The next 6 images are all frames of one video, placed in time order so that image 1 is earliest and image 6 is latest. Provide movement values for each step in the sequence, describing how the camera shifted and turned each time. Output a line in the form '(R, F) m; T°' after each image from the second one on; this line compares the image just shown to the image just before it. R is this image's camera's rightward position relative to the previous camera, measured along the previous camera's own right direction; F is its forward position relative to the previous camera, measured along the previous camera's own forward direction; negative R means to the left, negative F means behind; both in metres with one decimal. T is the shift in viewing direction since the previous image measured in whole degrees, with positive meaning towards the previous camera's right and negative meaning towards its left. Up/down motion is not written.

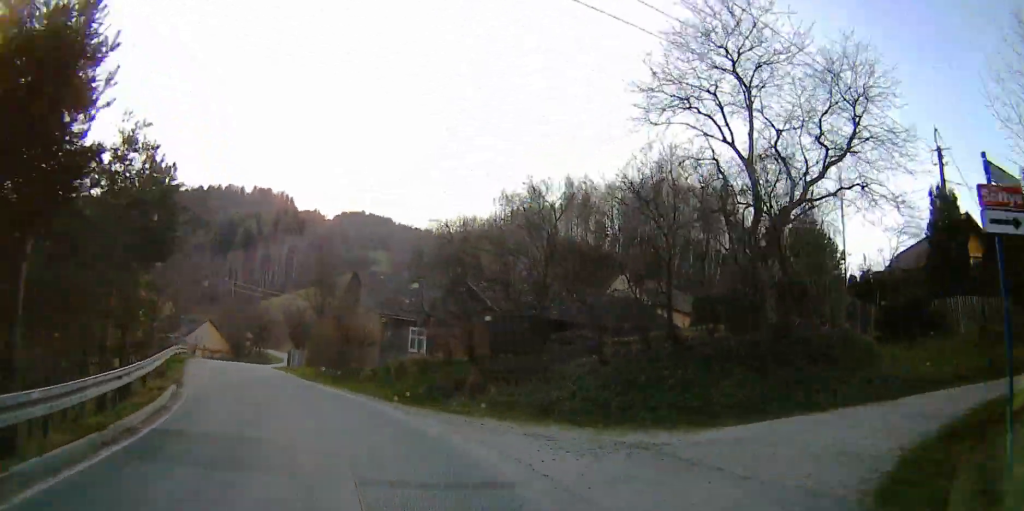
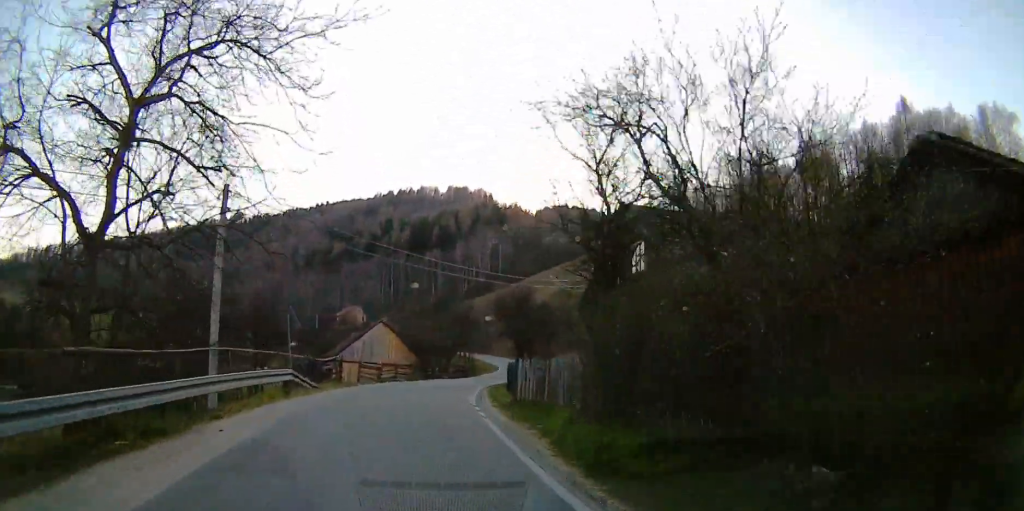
(-2.1, +20.0) m; -10°
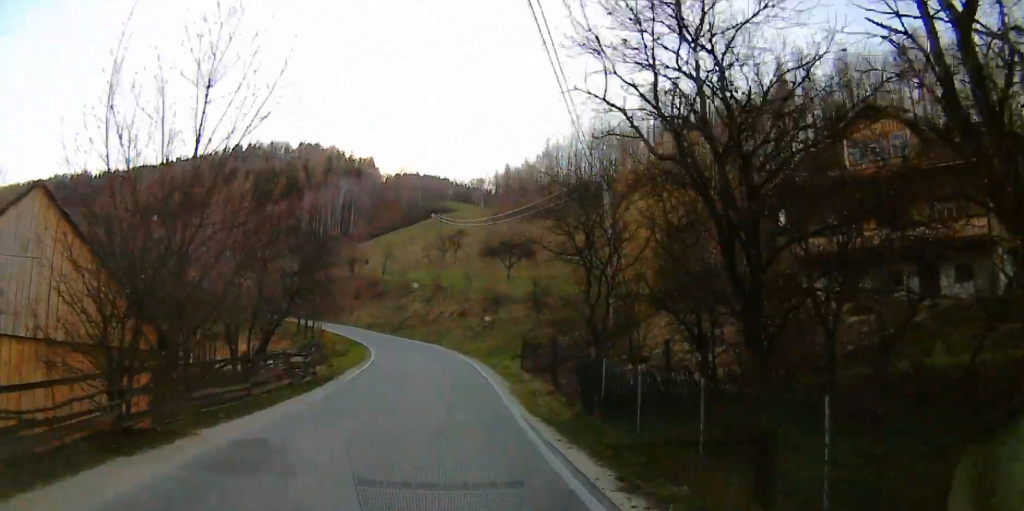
(+1.4, +33.3) m; +6°
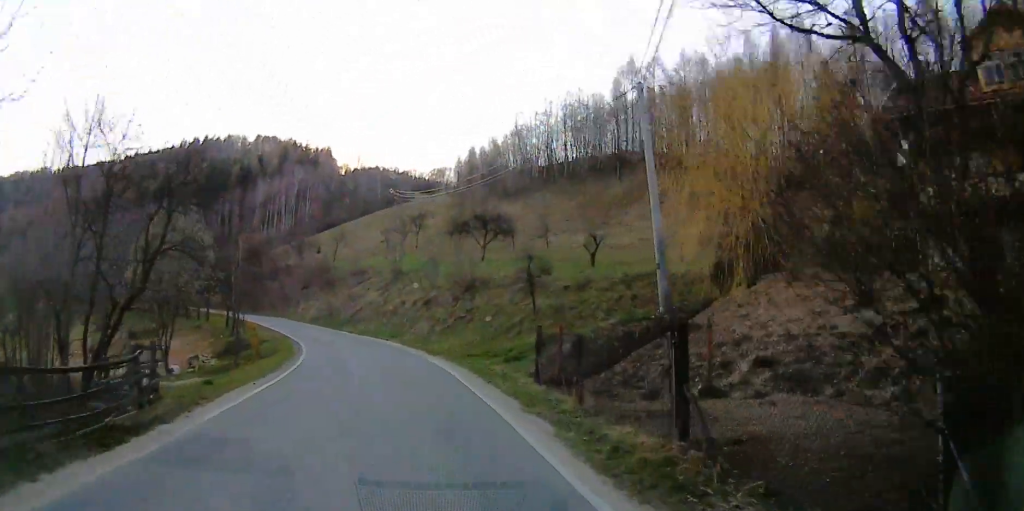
(0.0, +11.5) m; 0°
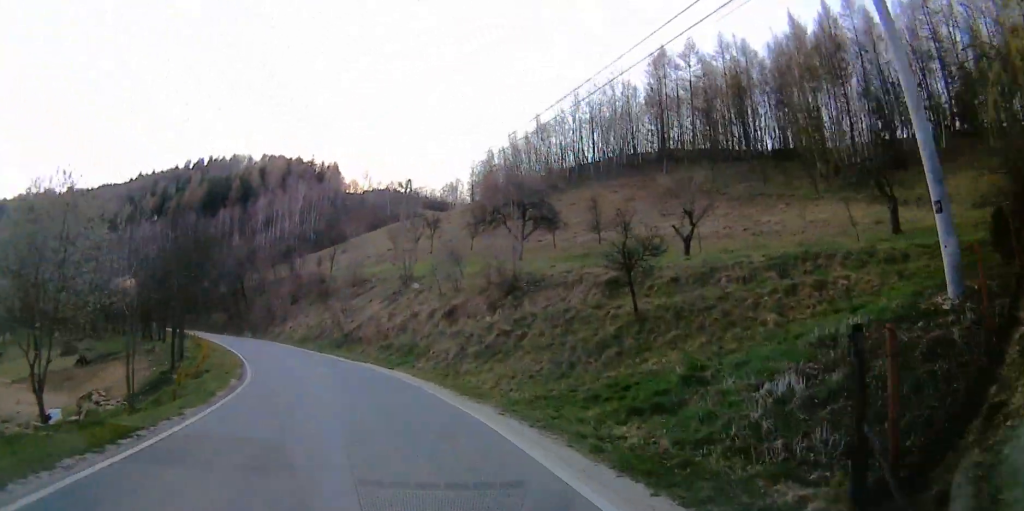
(0.0, +12.0) m; 0°
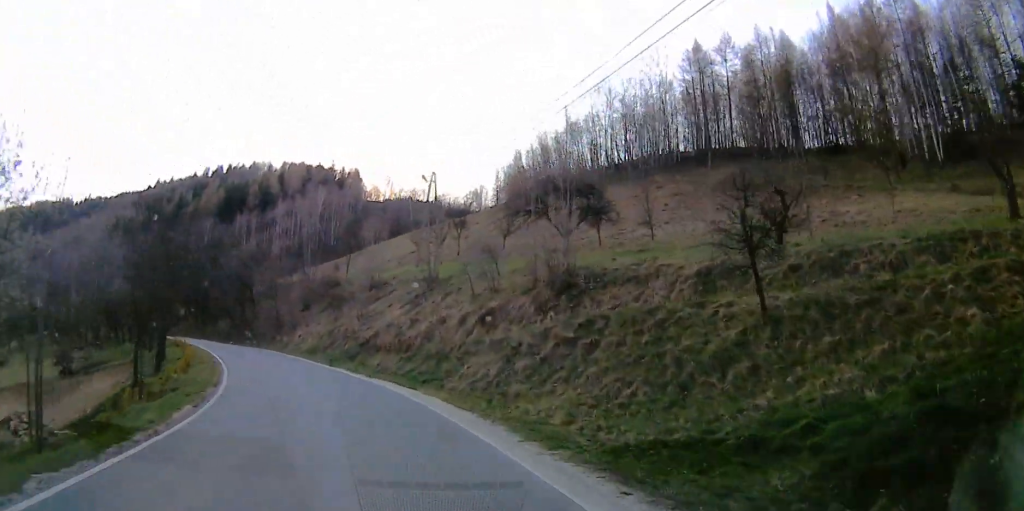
(0.0, +5.4) m; -1°
